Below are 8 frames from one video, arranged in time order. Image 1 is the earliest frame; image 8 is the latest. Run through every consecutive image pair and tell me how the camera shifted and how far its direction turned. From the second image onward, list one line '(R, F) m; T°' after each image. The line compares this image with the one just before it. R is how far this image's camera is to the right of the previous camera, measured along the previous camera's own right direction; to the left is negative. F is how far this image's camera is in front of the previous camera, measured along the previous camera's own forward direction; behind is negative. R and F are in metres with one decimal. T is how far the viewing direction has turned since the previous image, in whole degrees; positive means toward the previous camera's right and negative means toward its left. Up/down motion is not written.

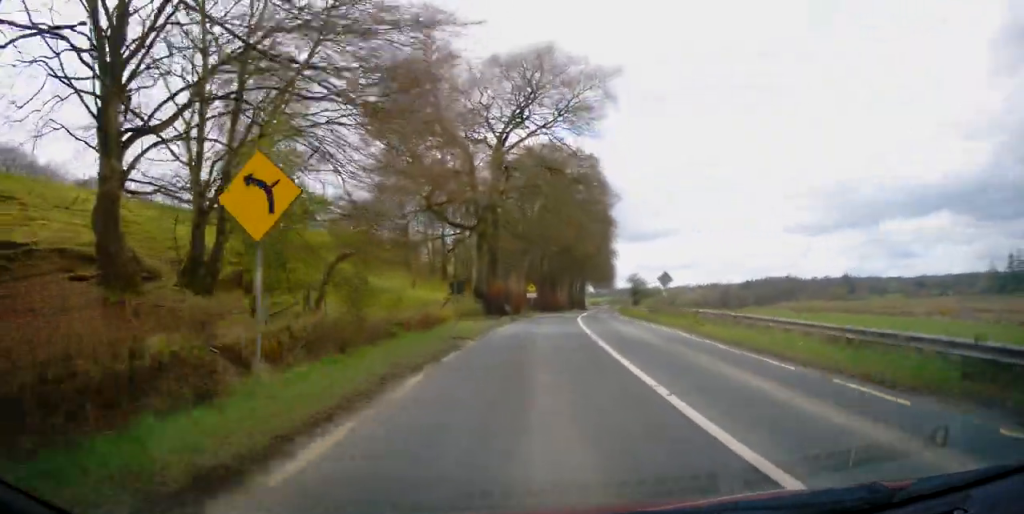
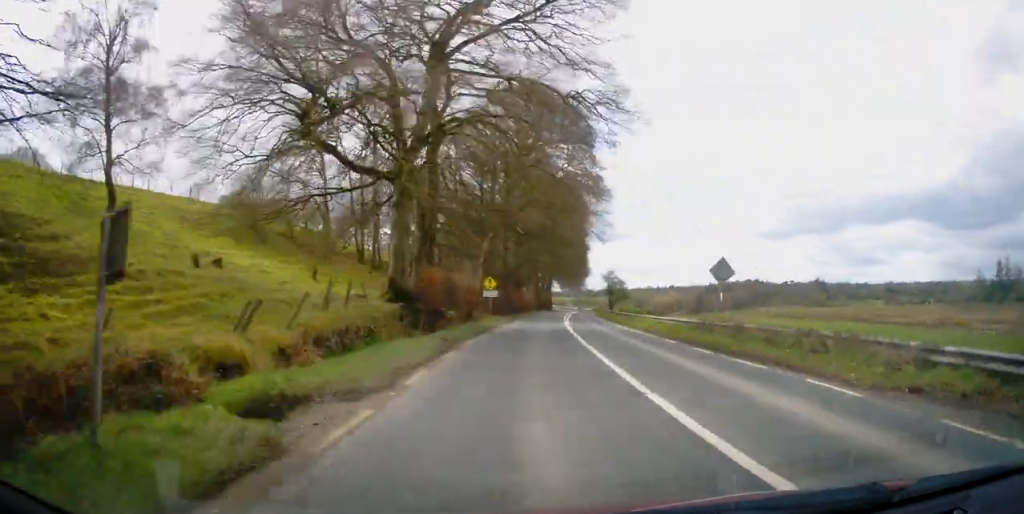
(+1.2, +18.4) m; +4°
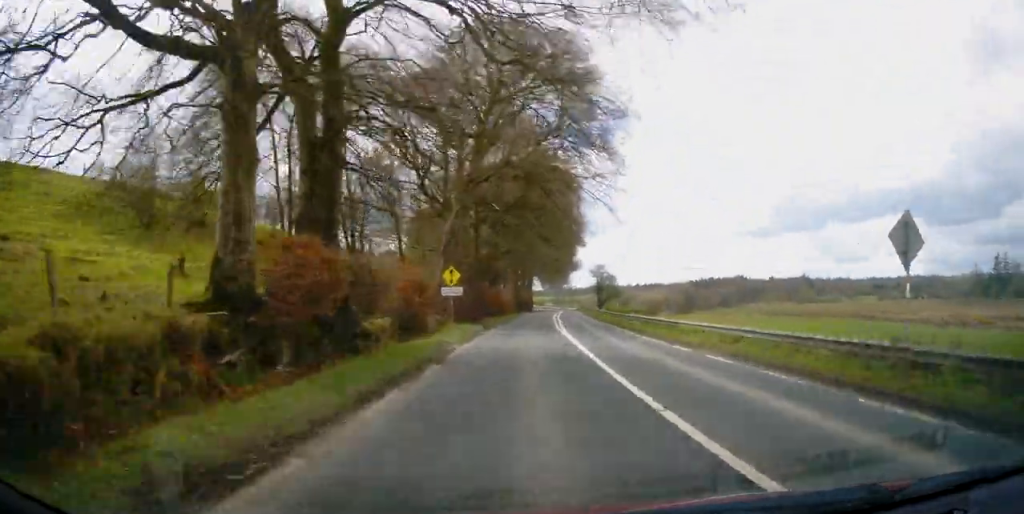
(+0.3, +13.8) m; +2°
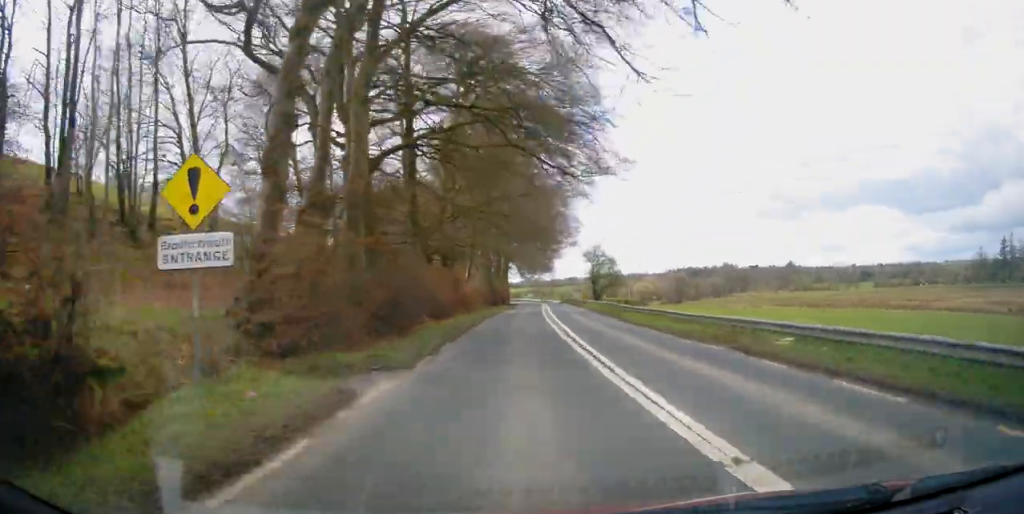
(+0.5, +23.0) m; +3°
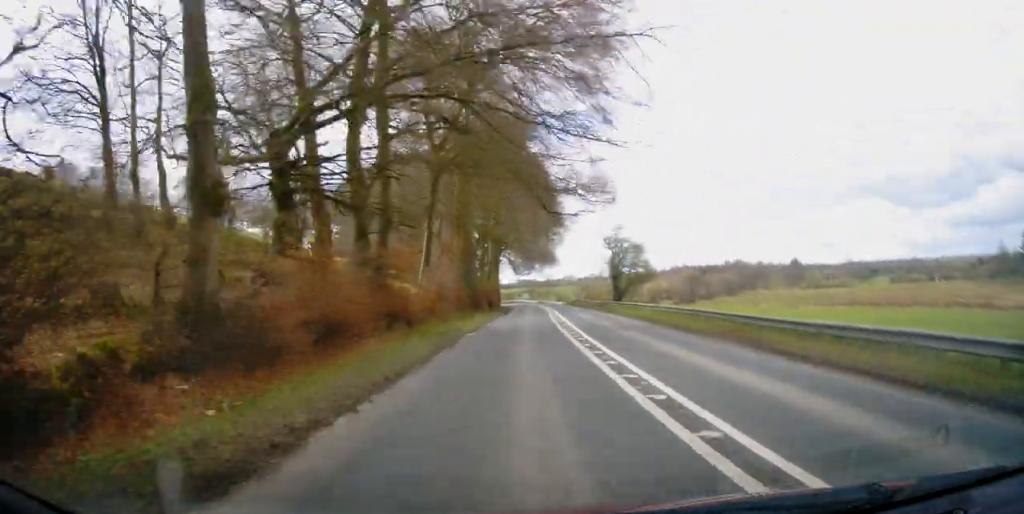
(+0.4, +21.8) m; +1°
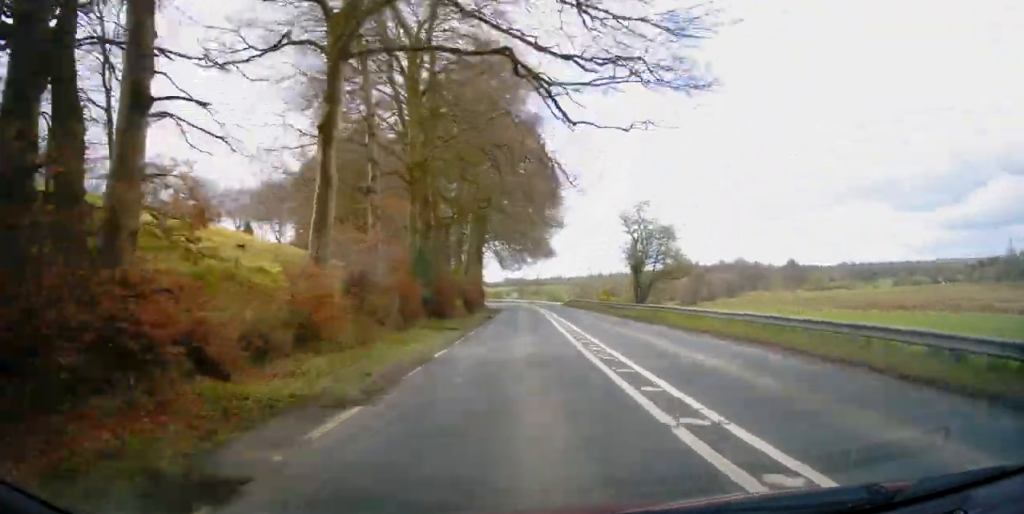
(+0.1, +15.6) m; +1°
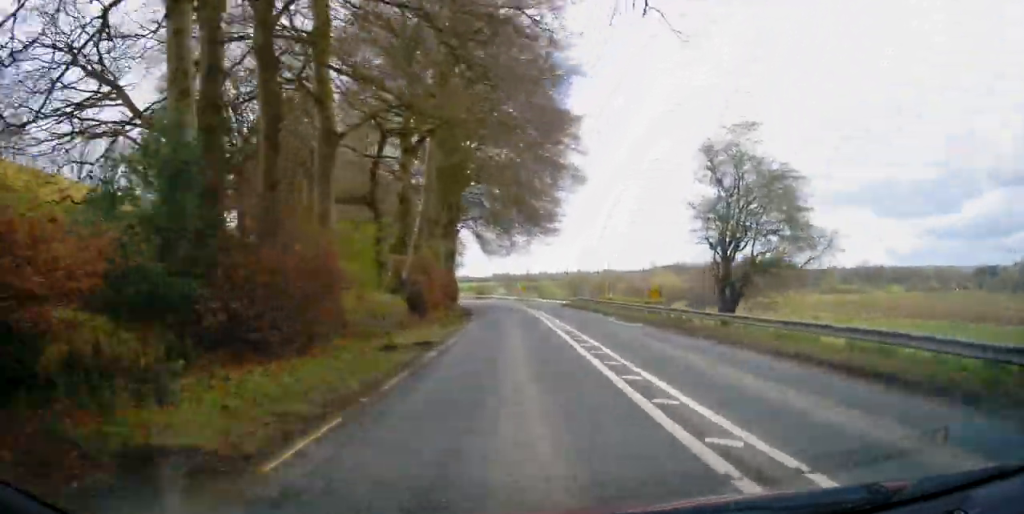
(+0.1, +21.0) m; +1°
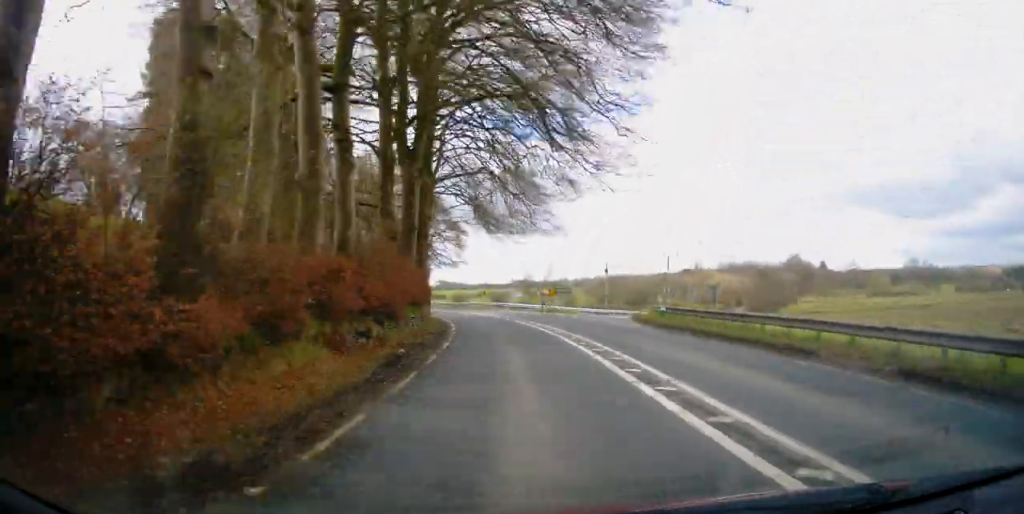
(+0.2, +27.6) m; +1°
